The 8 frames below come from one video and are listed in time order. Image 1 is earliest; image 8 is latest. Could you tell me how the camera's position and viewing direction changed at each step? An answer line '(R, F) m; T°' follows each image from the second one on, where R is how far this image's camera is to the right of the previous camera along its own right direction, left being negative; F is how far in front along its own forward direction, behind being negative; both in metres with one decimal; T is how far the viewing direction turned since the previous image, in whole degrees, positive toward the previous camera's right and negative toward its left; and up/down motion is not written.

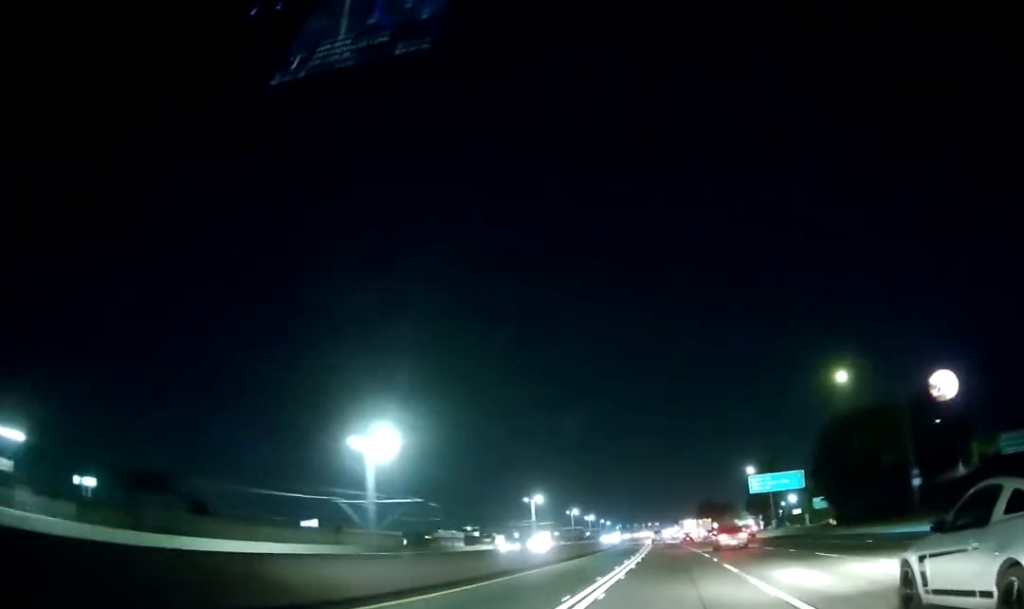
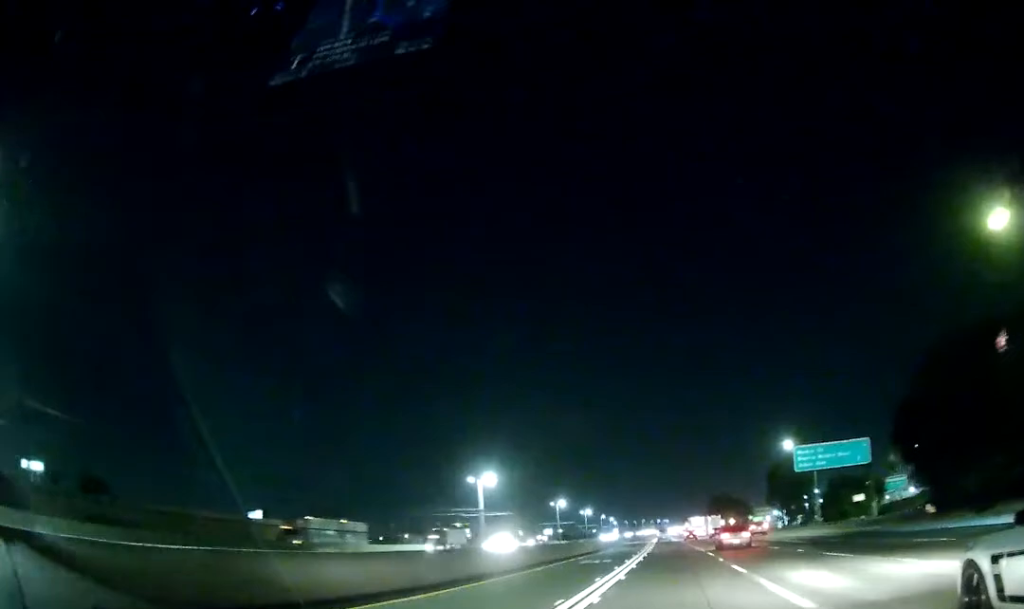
(-0.1, +29.2) m; 0°
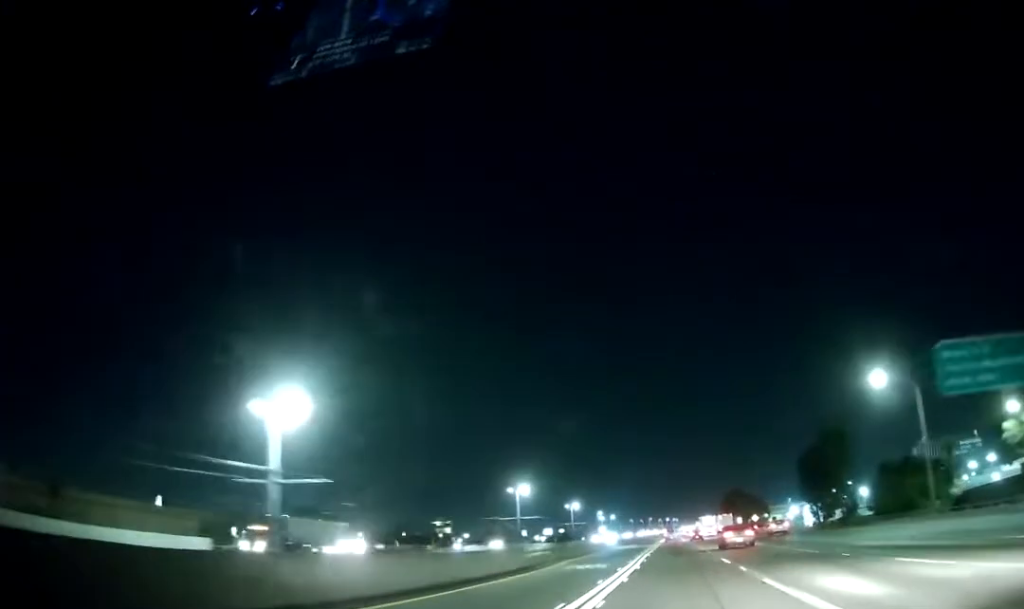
(0.0, +36.8) m; 0°
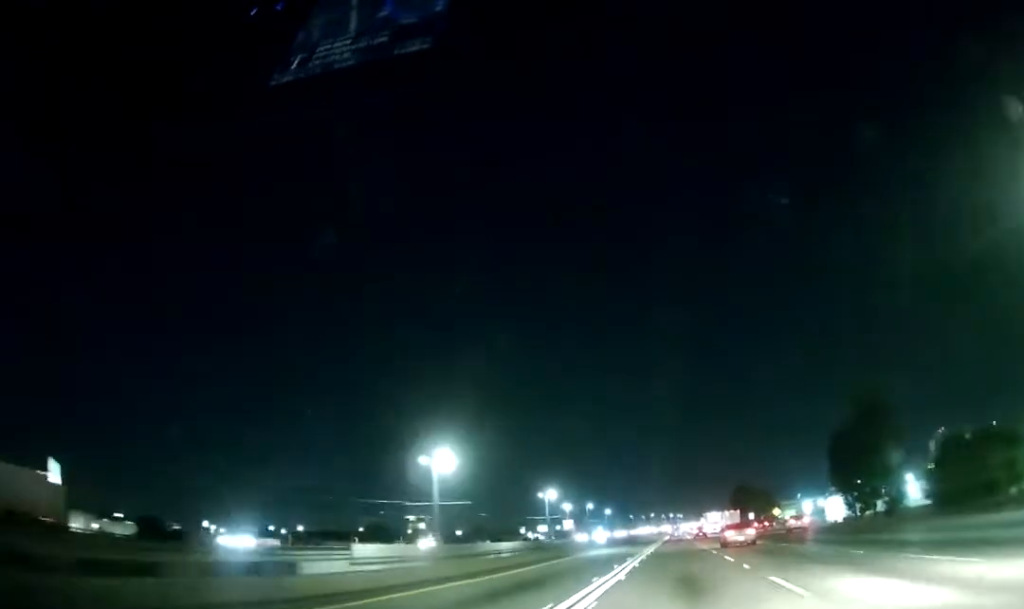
(0.0, +29.5) m; -1°
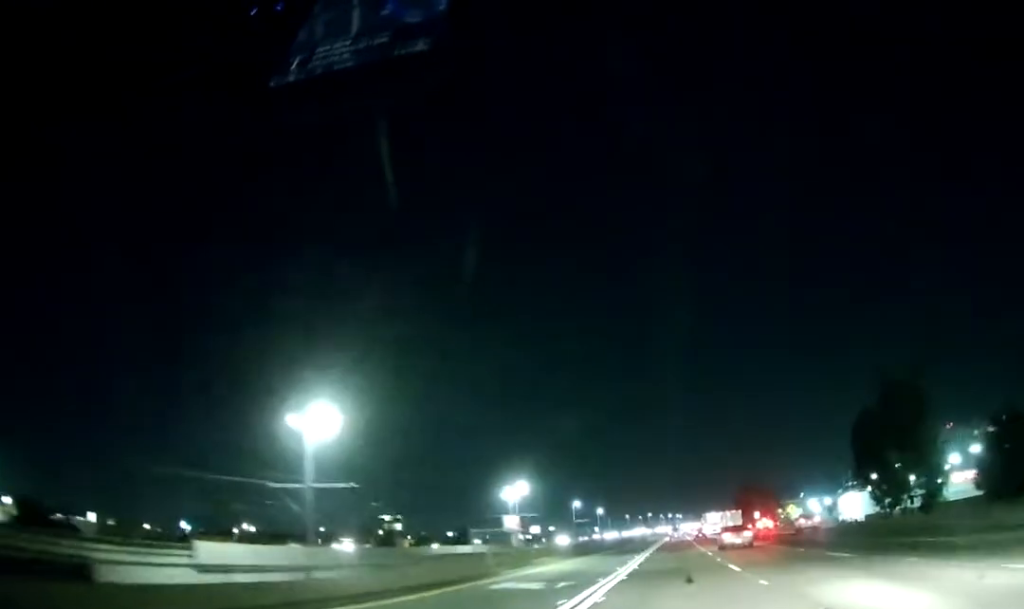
(-0.2, +20.0) m; -1°
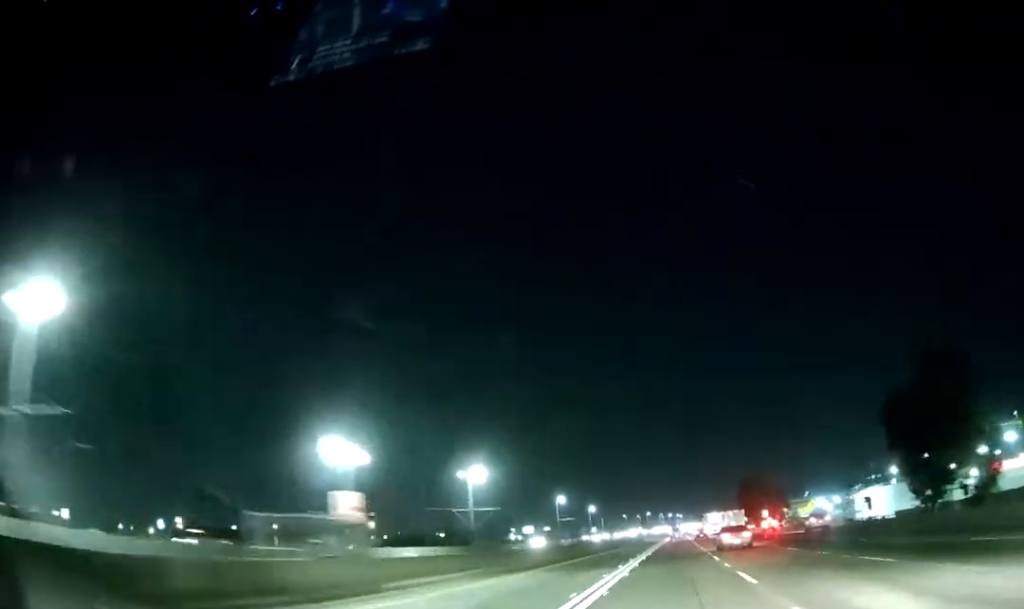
(-0.2, +20.1) m; -1°
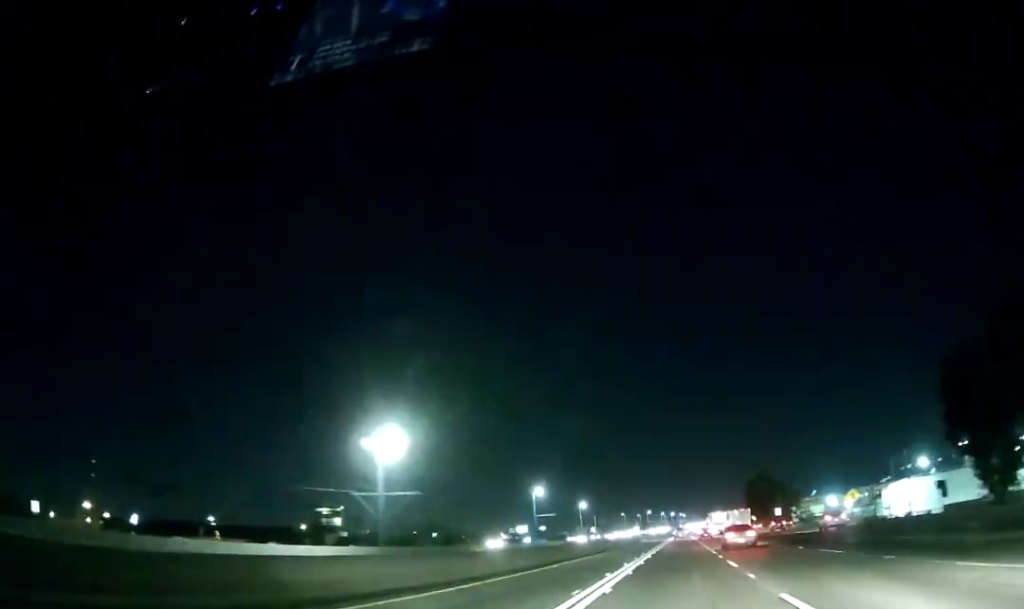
(0.0, +21.1) m; 0°
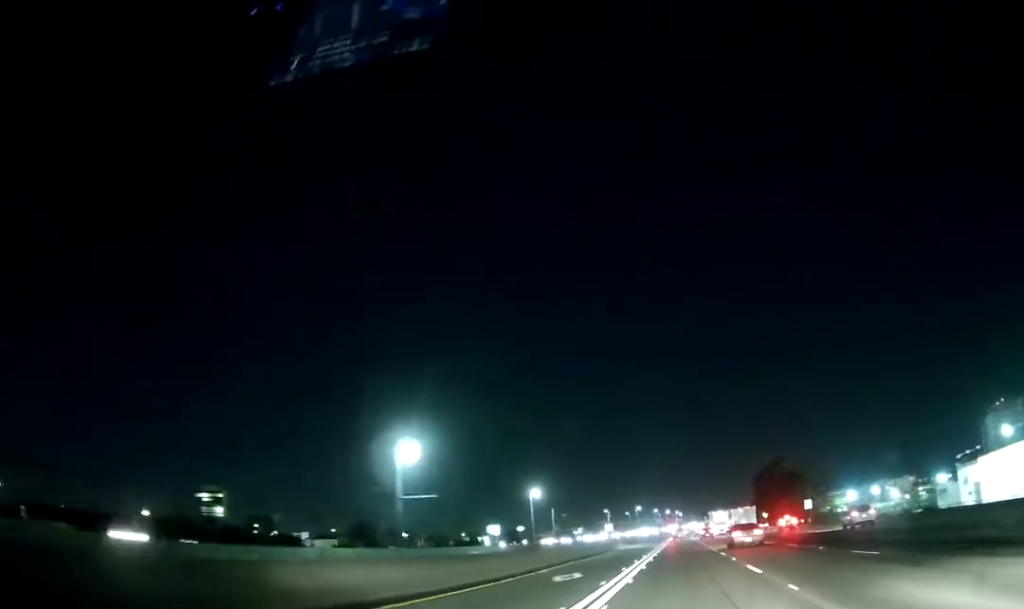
(0.0, +48.5) m; 0°
